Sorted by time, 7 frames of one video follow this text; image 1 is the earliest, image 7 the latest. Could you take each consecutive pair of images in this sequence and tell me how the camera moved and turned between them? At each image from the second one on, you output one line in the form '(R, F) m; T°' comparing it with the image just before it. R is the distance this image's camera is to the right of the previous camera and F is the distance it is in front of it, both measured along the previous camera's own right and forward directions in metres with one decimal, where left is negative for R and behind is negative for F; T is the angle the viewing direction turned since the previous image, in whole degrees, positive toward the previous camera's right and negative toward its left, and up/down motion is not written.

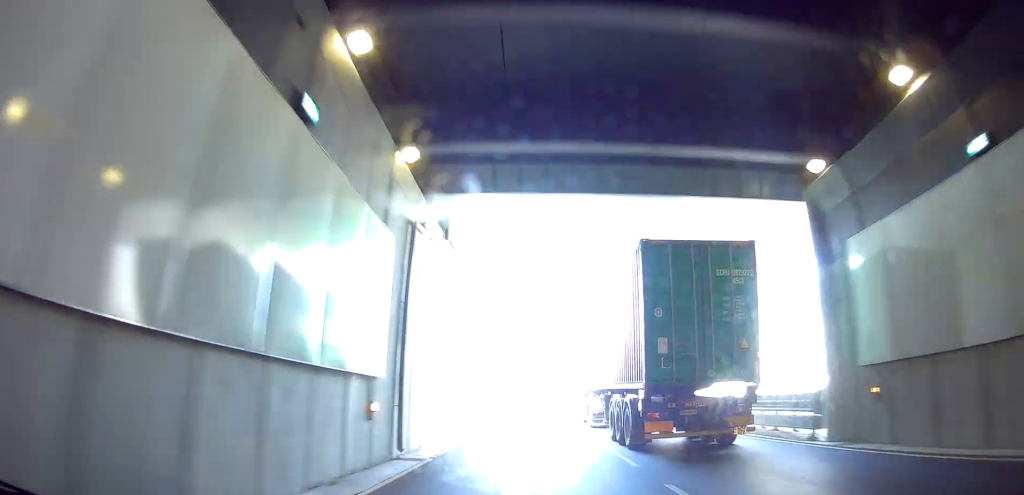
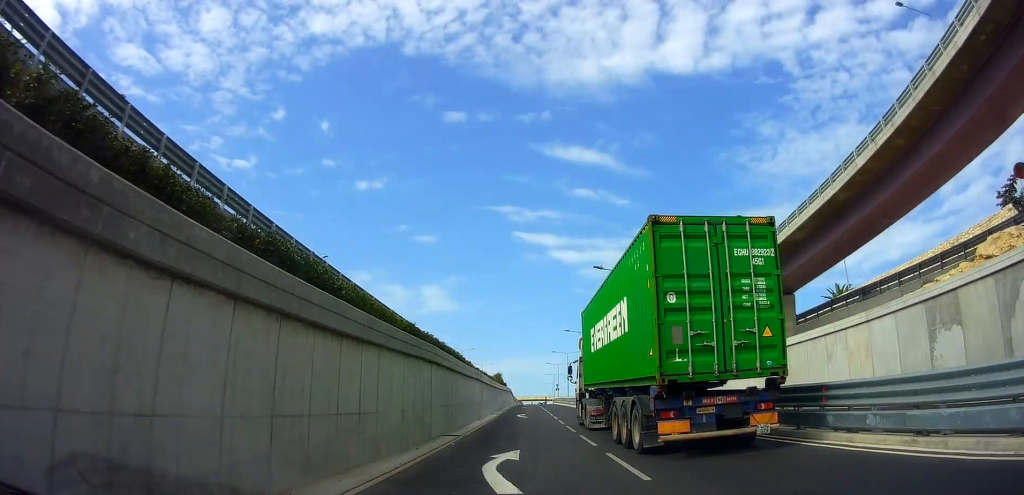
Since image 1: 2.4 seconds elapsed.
(-0.9, +34.7) m; -1°
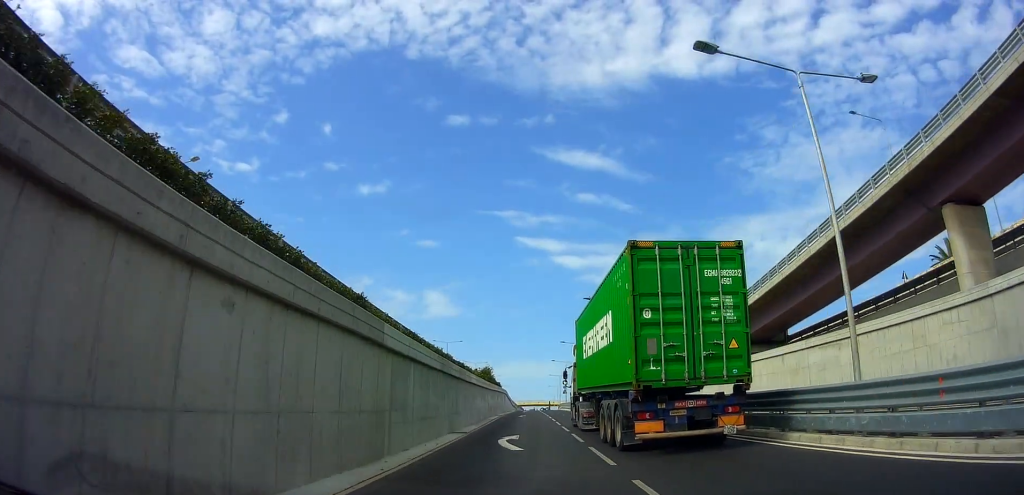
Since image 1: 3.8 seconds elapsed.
(+0.2, +22.5) m; 0°
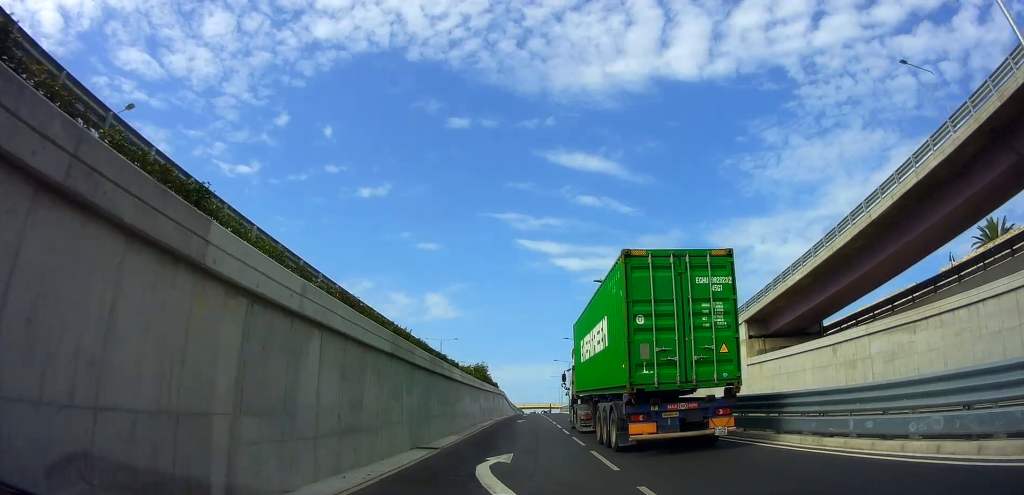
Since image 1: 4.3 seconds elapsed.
(0.0, +6.9) m; -1°
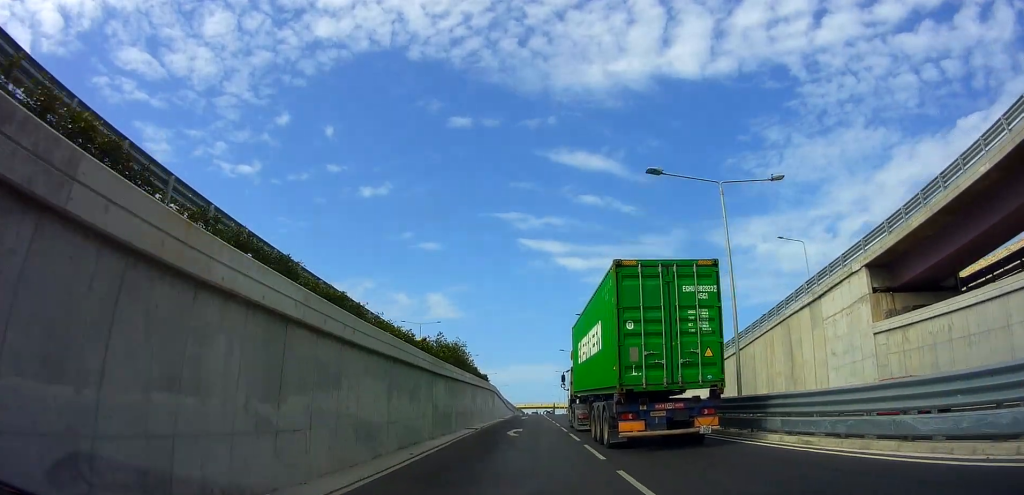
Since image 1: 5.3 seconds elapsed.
(-0.3, +17.1) m; -1°
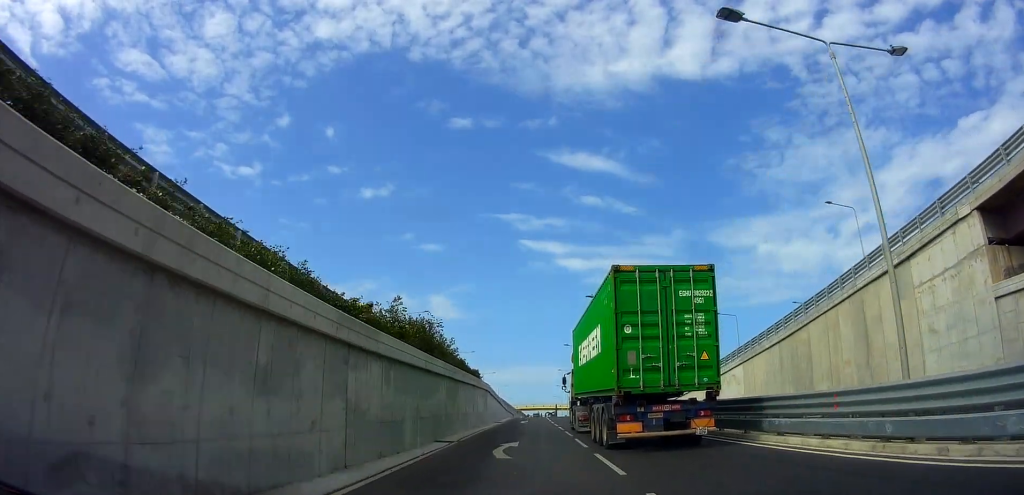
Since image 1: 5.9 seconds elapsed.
(-0.1, +8.6) m; 0°
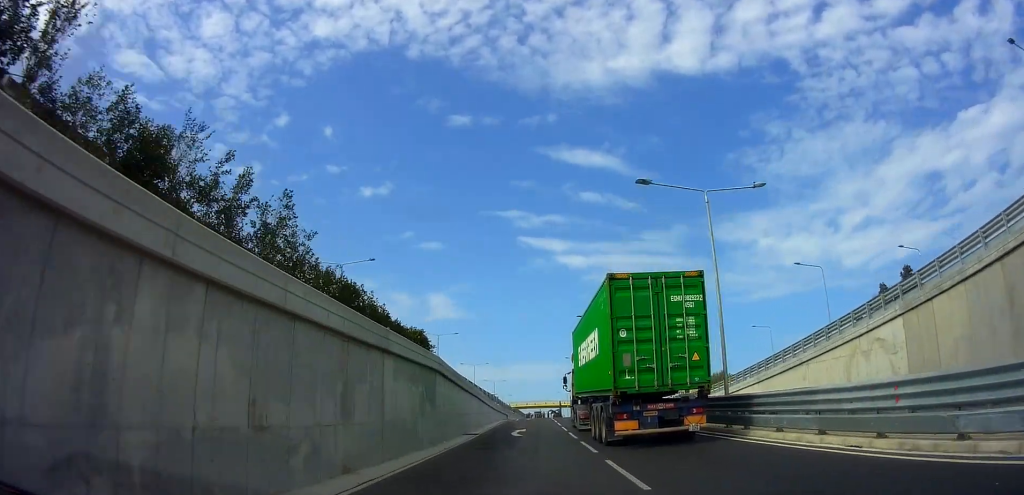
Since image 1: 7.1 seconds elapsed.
(0.0, +20.8) m; 0°
